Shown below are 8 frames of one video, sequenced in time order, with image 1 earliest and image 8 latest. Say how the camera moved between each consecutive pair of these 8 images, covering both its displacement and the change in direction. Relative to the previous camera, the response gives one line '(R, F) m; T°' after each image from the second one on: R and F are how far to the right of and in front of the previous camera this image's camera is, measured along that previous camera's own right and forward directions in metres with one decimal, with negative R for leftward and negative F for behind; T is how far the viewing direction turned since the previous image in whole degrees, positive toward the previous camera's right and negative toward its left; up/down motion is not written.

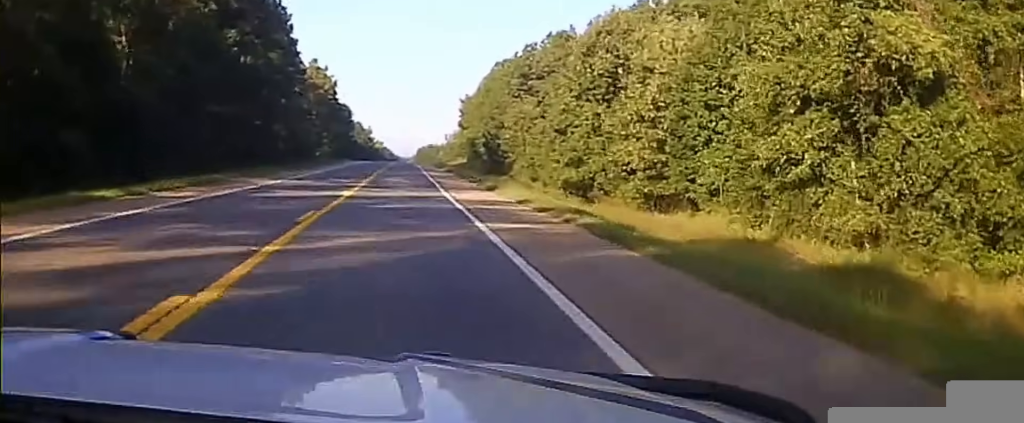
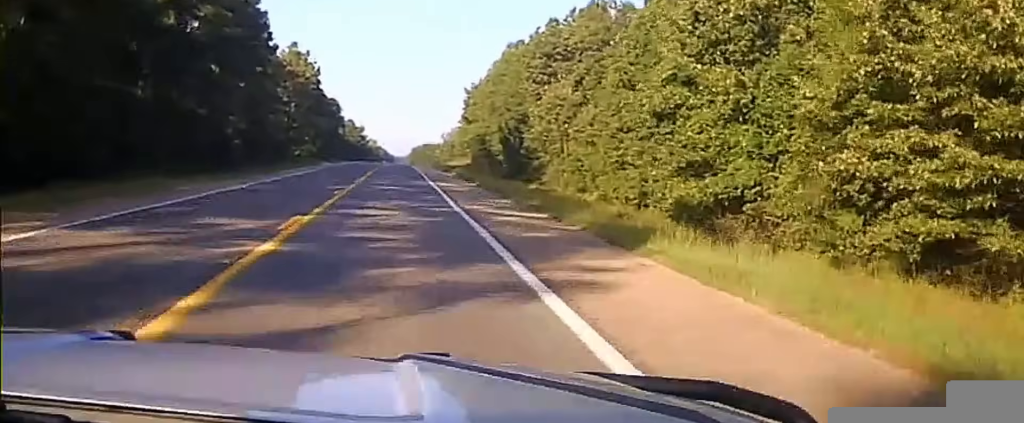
(+0.1, +26.4) m; +1°
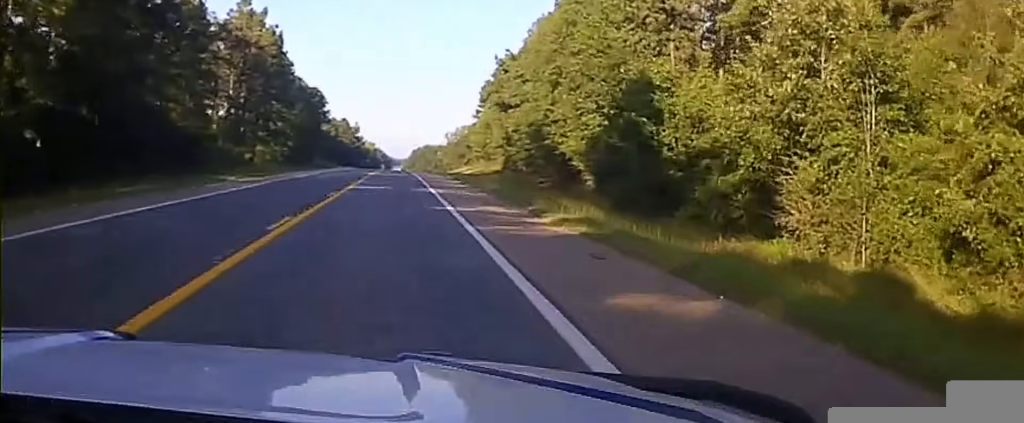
(+0.3, +53.3) m; -1°
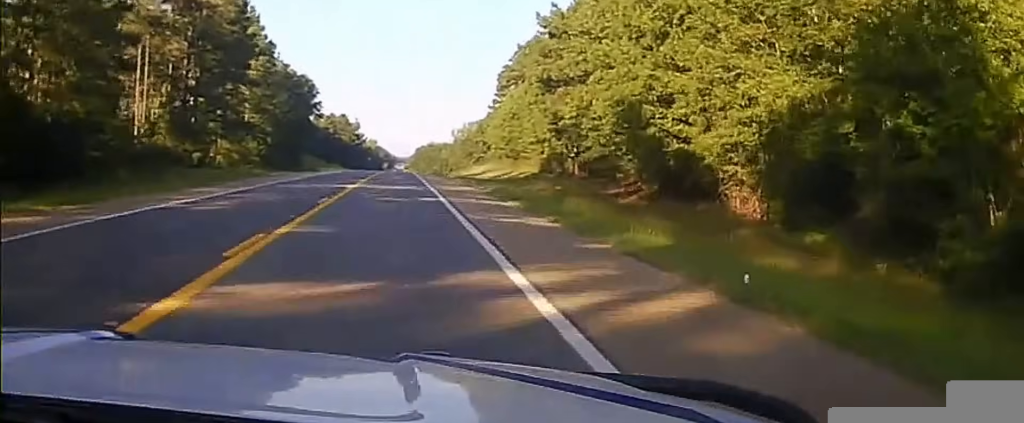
(-0.1, +26.0) m; -1°
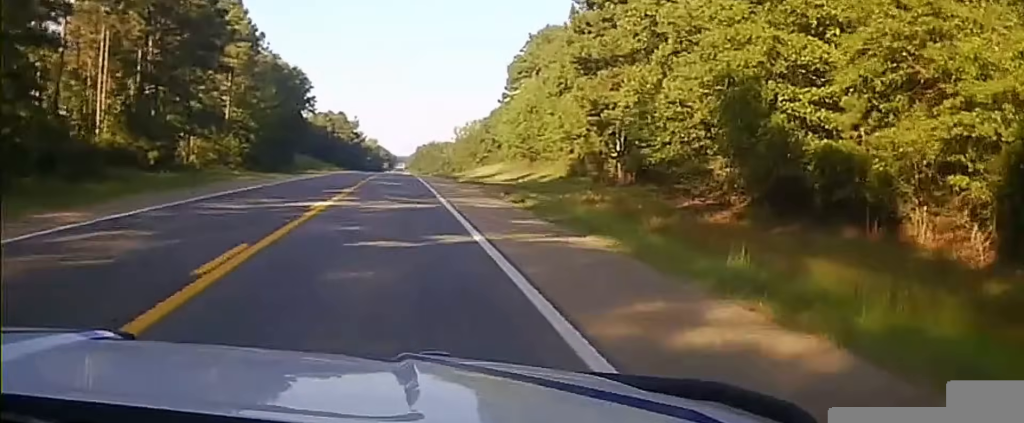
(-0.1, +12.7) m; 0°
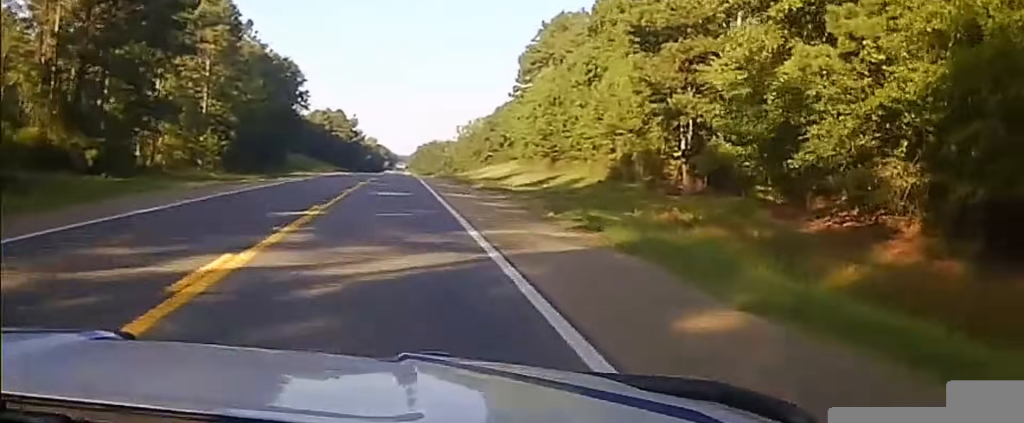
(0.0, +12.5) m; 0°
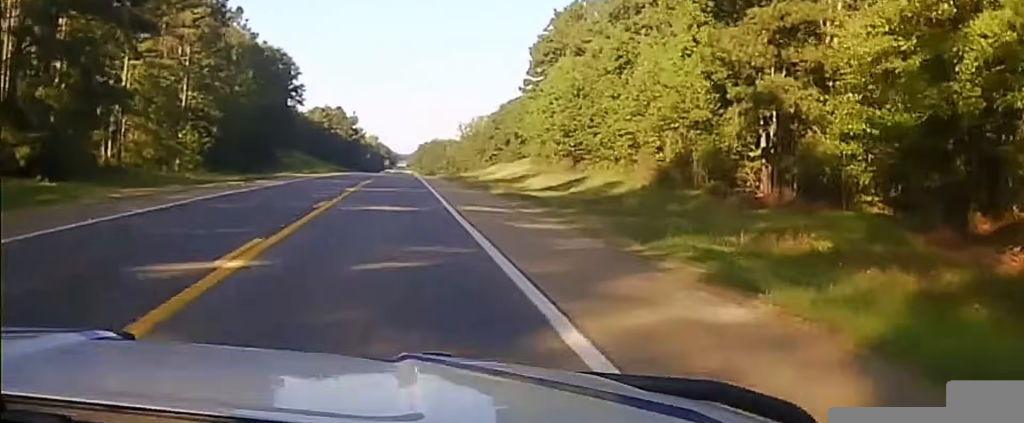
(0.0, +10.1) m; 0°
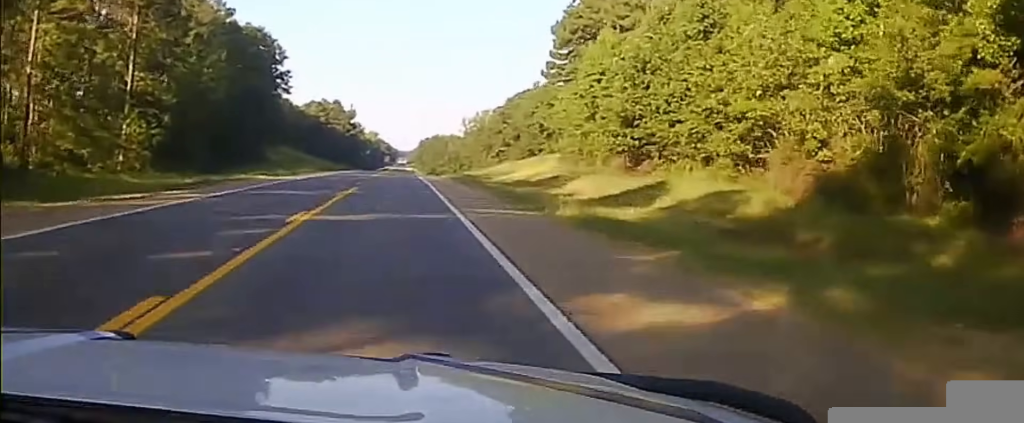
(+0.1, +17.5) m; +1°
